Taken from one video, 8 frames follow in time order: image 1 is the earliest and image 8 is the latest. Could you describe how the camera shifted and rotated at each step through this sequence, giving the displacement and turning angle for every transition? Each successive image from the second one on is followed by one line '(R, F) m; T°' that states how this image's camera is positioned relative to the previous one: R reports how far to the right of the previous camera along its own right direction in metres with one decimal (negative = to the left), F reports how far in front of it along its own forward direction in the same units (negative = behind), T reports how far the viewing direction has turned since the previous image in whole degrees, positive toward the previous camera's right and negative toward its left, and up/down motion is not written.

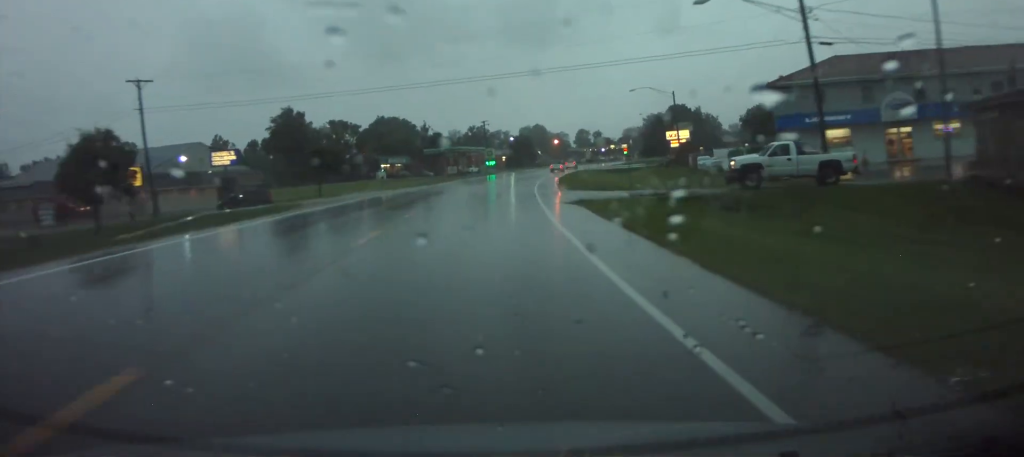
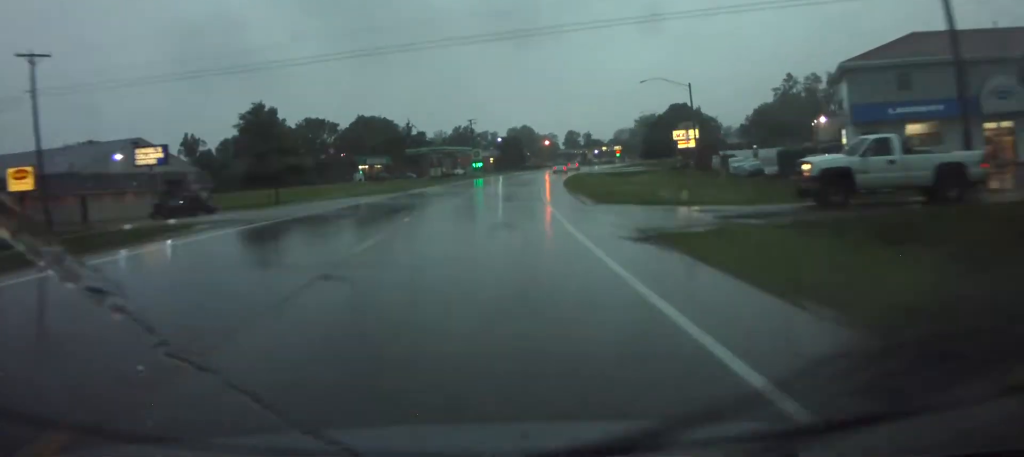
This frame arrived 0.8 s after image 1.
(+0.1, +13.1) m; +1°
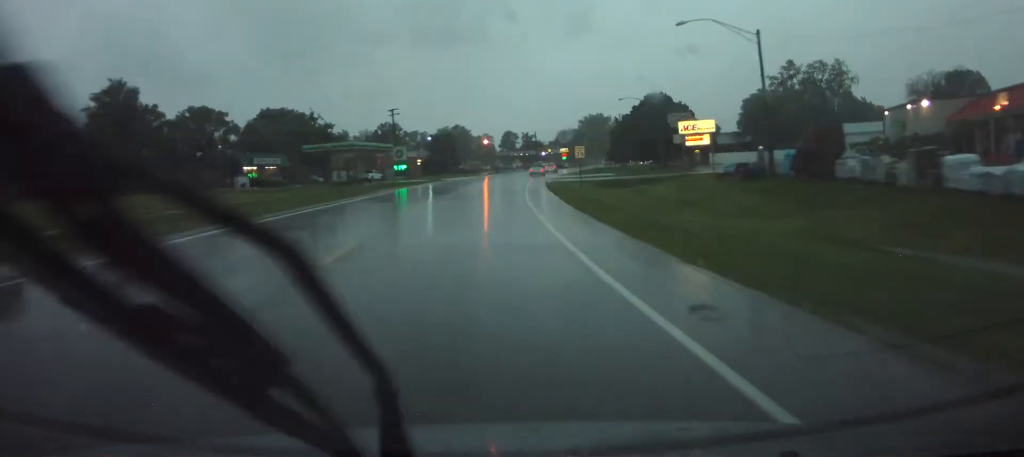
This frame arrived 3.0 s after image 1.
(+1.4, +37.9) m; +5°
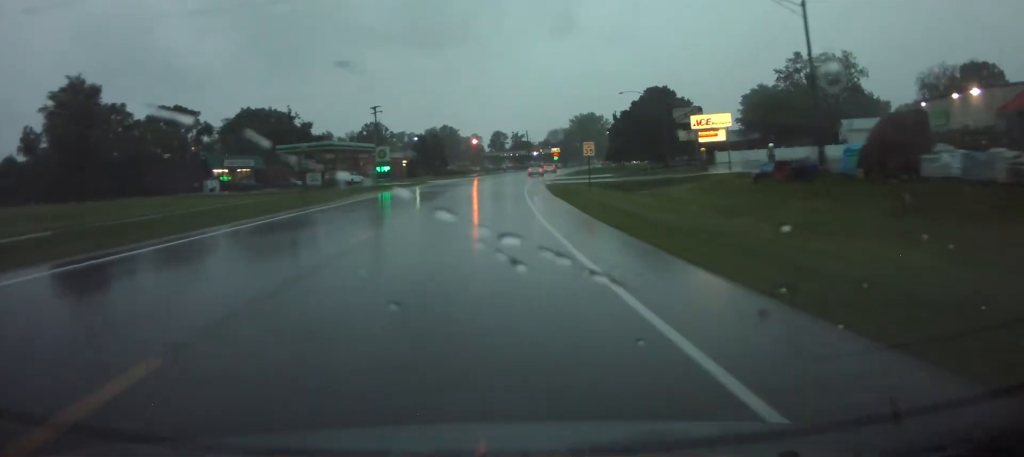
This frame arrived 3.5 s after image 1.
(+0.1, +9.2) m; +1°
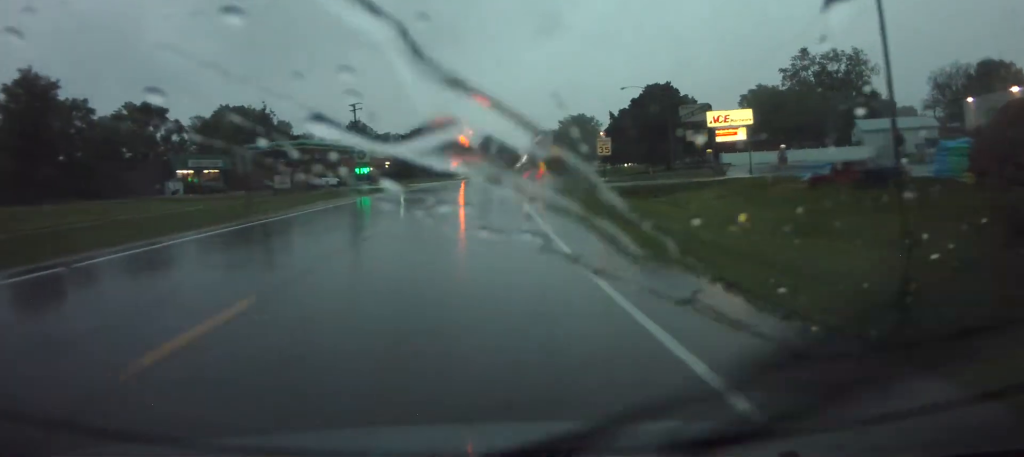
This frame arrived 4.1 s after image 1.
(0.0, +9.2) m; +1°
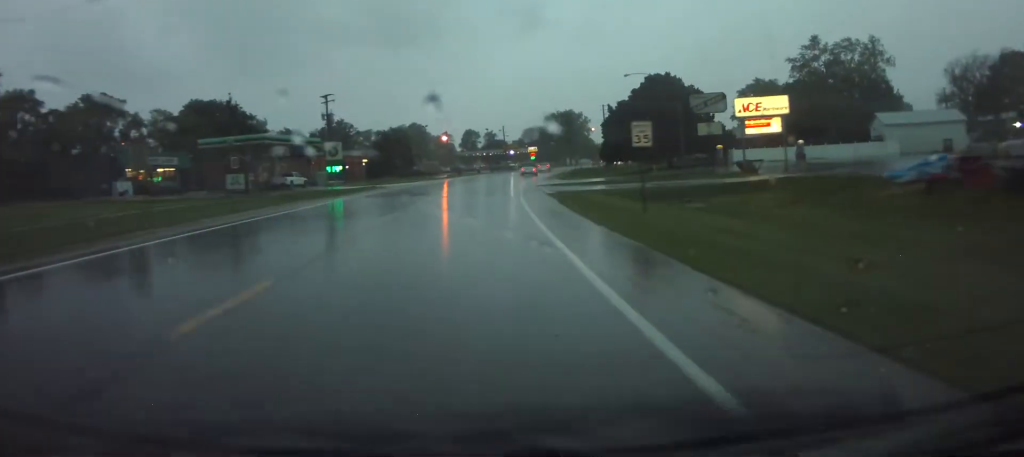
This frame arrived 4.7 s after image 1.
(+0.1, +11.0) m; +1°
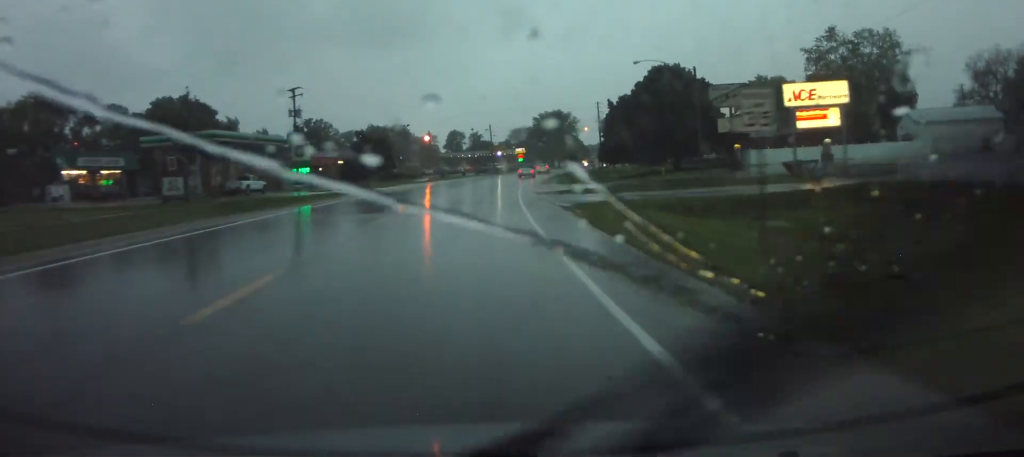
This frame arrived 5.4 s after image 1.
(+0.1, +11.6) m; +1°
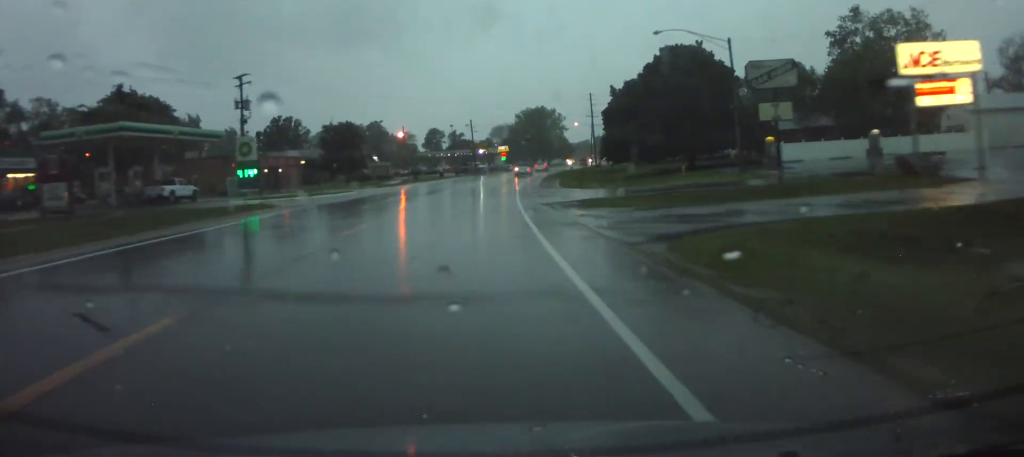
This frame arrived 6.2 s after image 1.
(+0.2, +15.0) m; +1°
